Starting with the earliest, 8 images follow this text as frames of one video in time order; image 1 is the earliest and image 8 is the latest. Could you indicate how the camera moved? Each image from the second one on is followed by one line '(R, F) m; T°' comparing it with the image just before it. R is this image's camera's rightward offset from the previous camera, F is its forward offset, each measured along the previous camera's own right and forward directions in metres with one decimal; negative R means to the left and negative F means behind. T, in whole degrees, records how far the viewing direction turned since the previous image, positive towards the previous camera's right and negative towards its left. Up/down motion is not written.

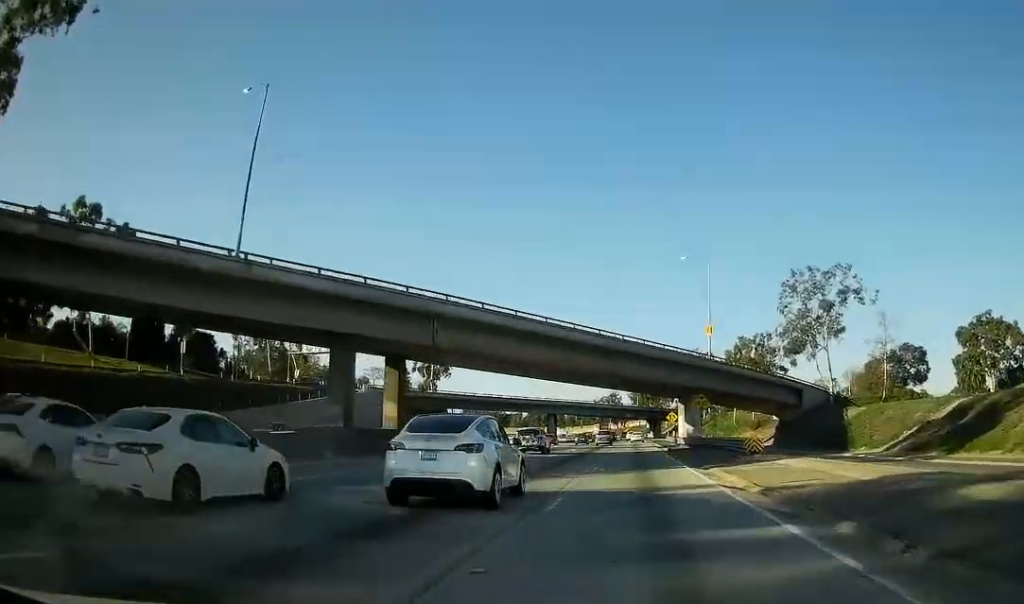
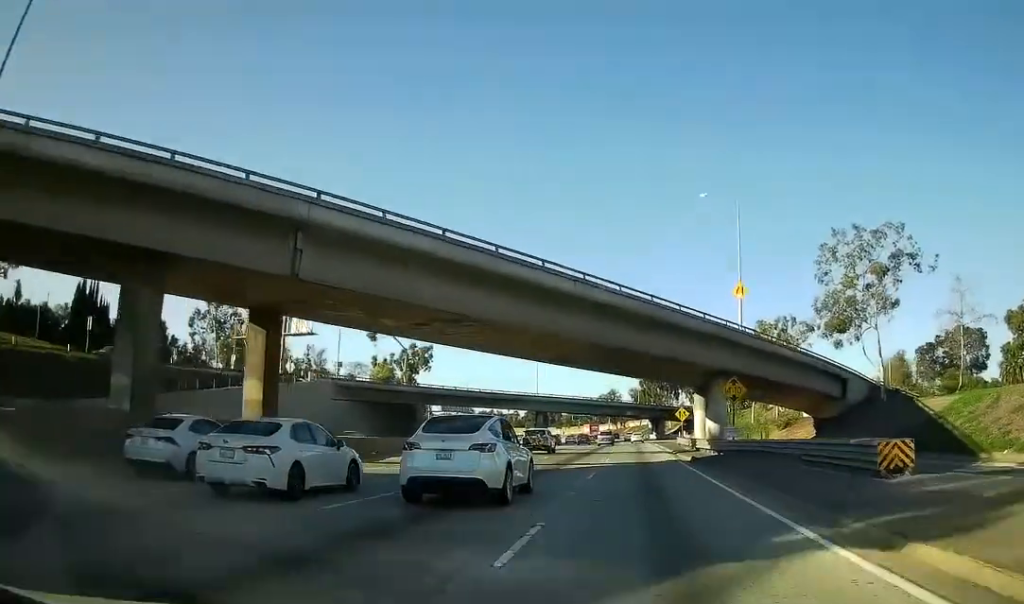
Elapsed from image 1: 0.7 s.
(+0.2, +19.1) m; +1°
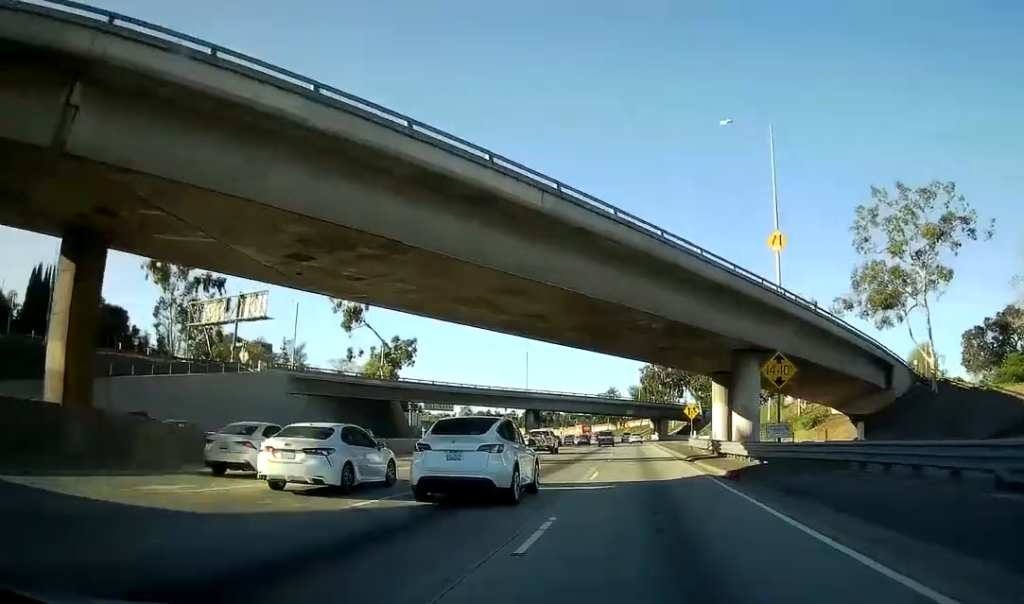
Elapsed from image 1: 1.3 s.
(+0.1, +13.9) m; 0°
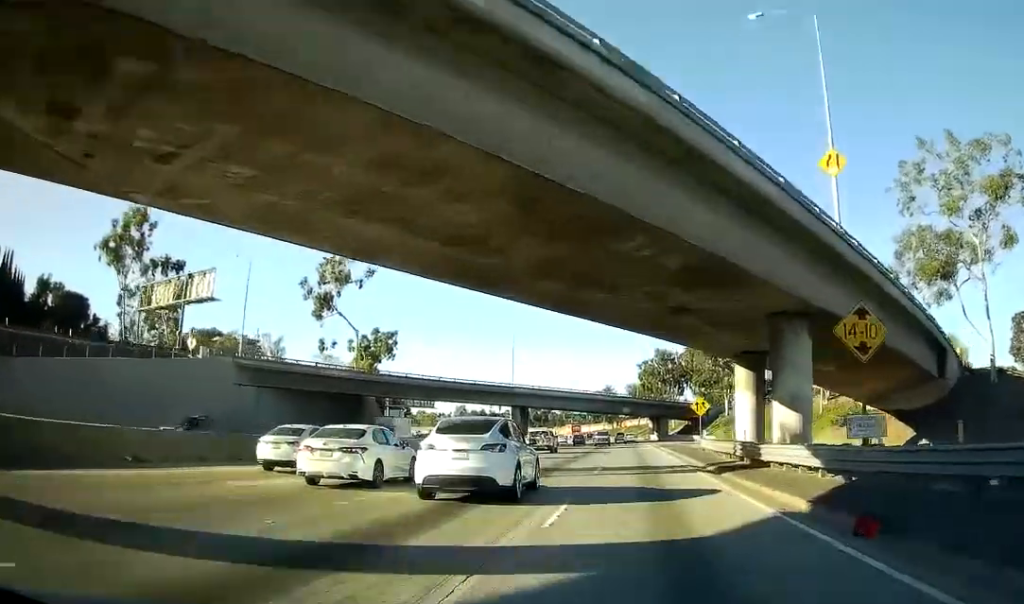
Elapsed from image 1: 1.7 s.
(0.0, +11.3) m; 0°
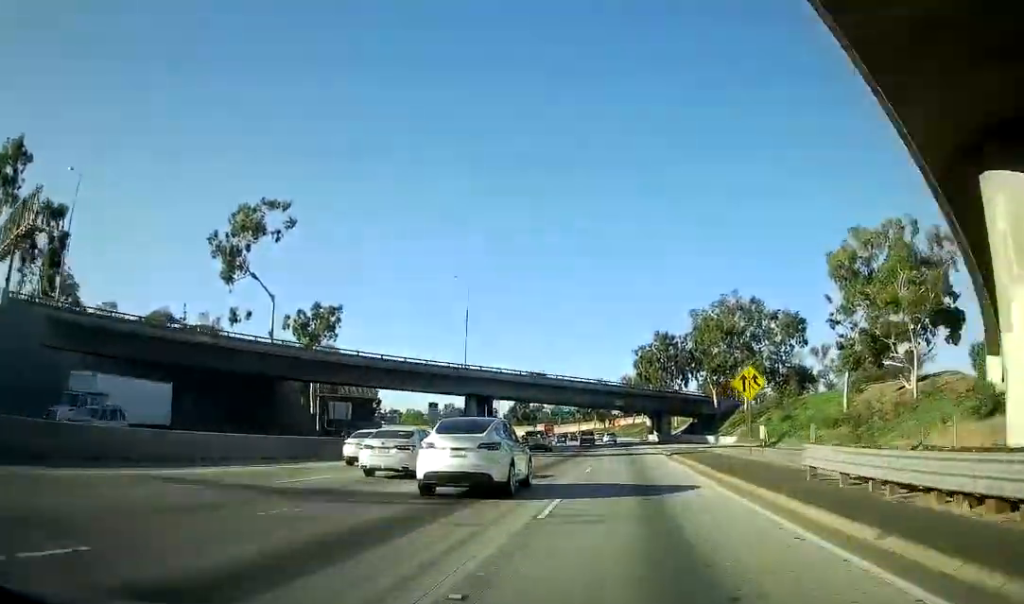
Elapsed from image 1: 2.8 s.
(0.0, +27.9) m; 0°
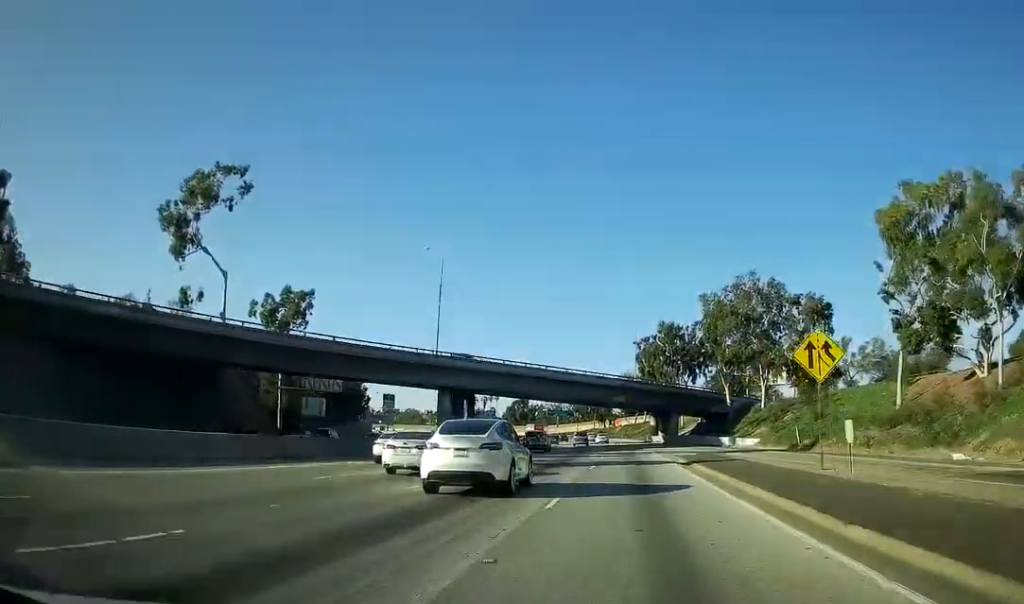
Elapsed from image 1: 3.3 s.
(0.0, +13.1) m; 0°
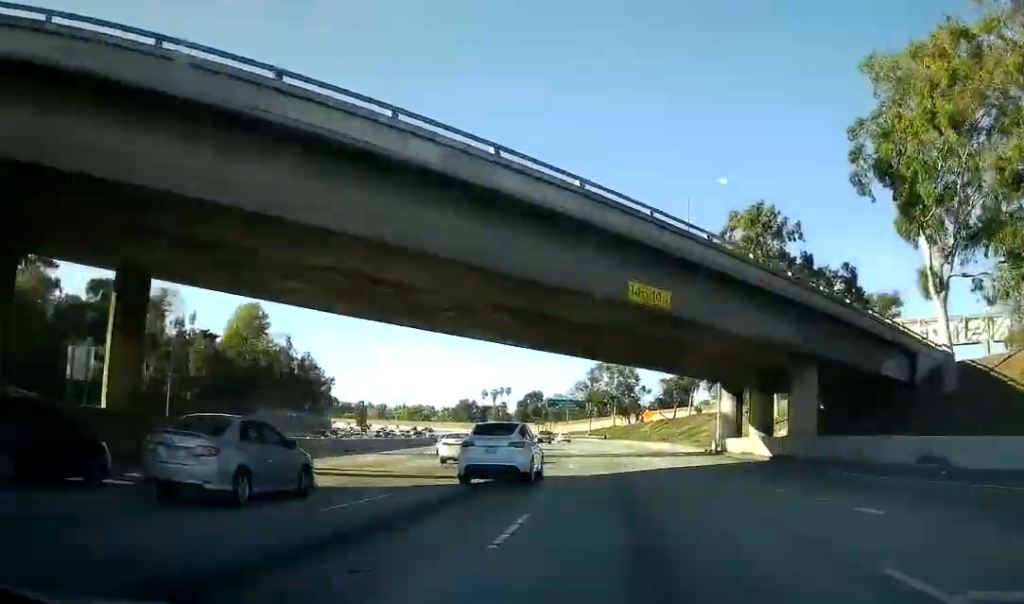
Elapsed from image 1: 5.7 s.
(-0.5, +64.0) m; 0°
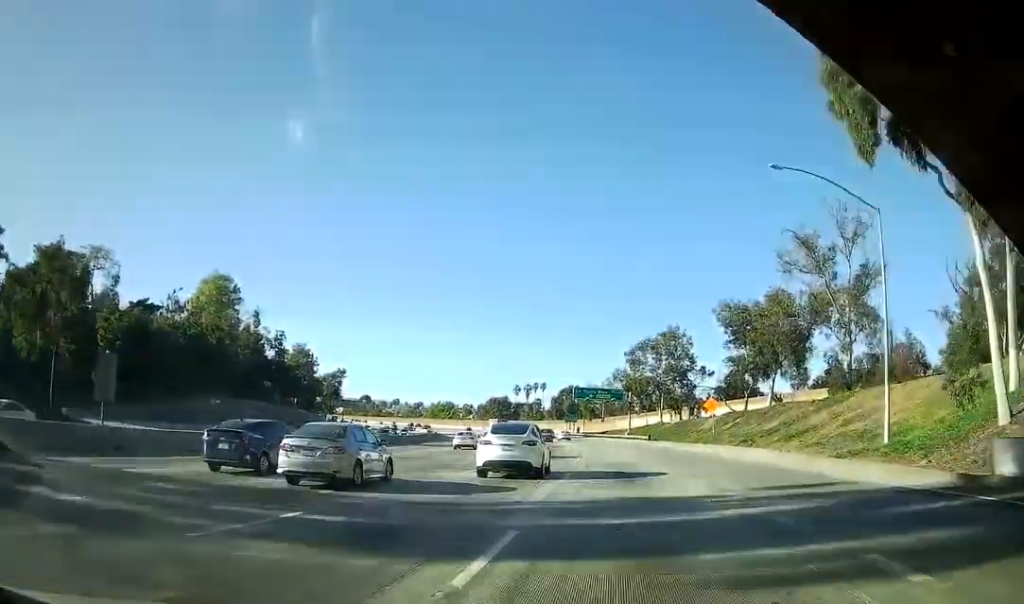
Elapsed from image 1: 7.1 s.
(0.0, +36.2) m; -2°
